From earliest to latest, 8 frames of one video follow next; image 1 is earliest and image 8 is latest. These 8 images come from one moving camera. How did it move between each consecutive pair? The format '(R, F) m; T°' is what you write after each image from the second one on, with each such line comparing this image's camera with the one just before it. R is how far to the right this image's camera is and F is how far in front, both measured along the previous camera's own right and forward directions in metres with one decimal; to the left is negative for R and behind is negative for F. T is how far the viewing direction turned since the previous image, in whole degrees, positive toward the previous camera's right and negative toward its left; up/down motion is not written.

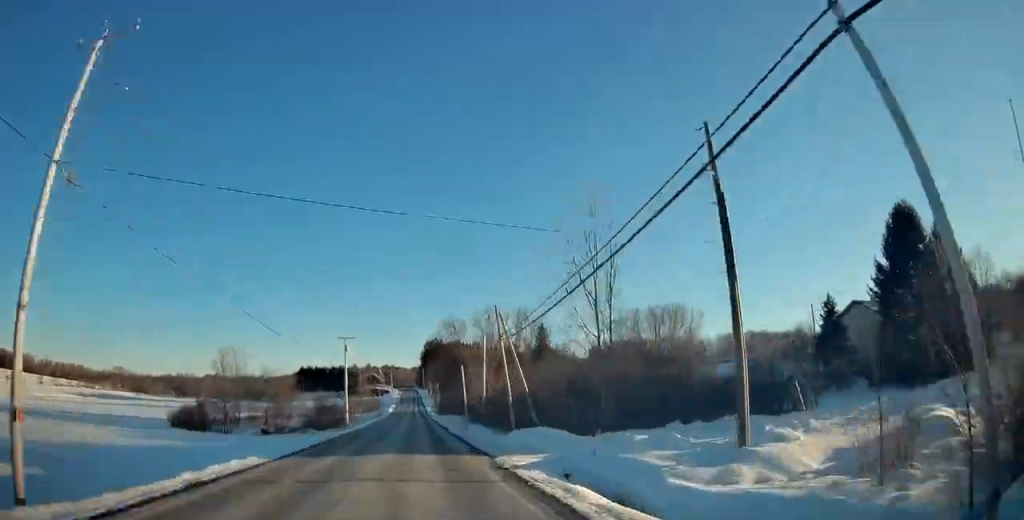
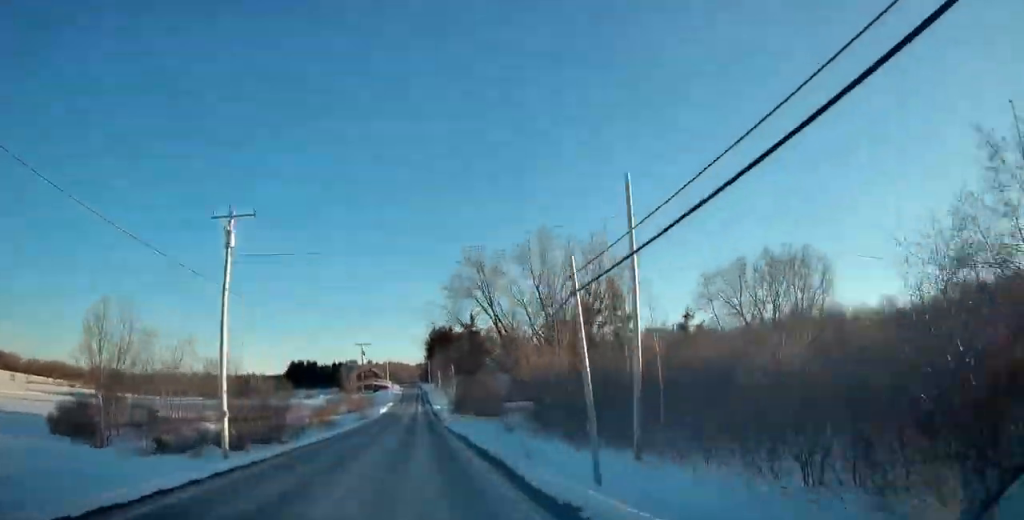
(-0.2, +45.6) m; 0°
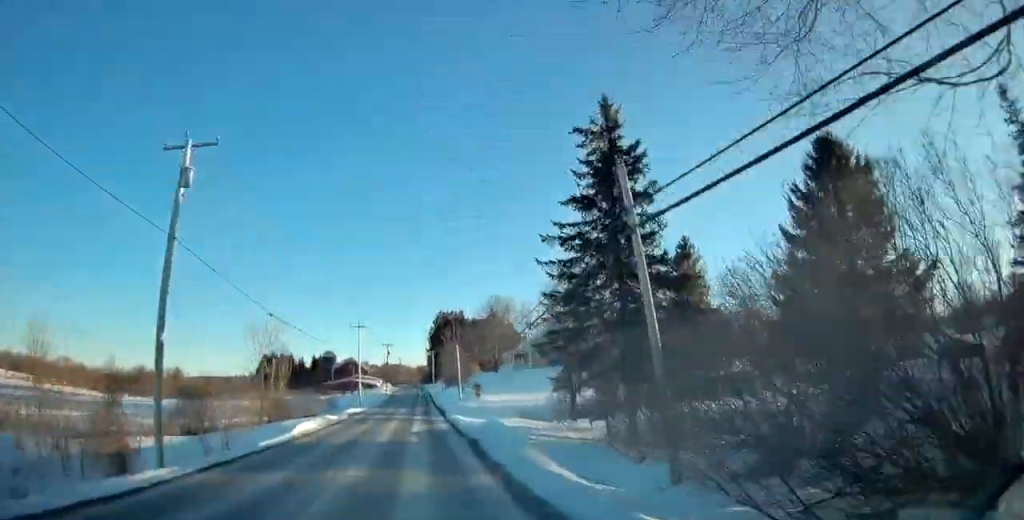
(-0.1, +67.4) m; 0°
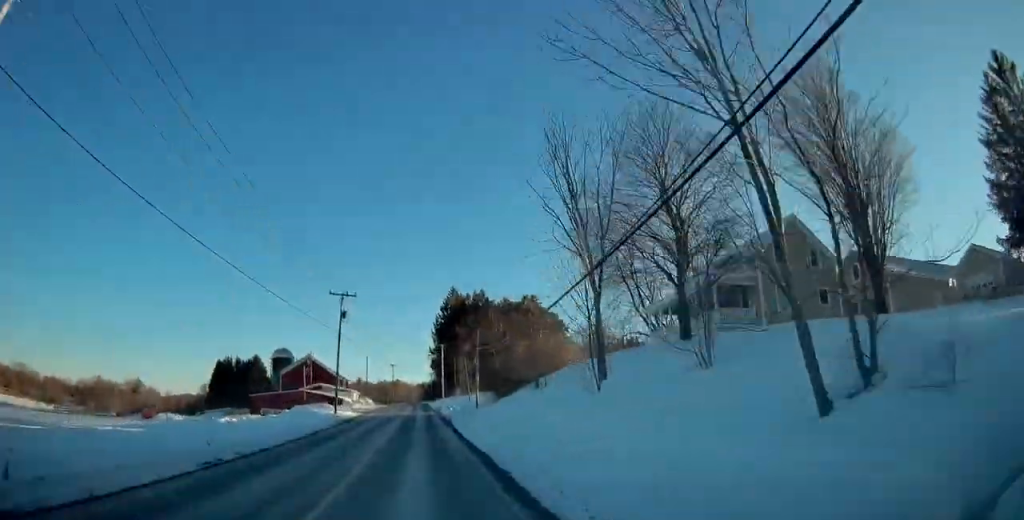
(-0.1, +70.5) m; -1°
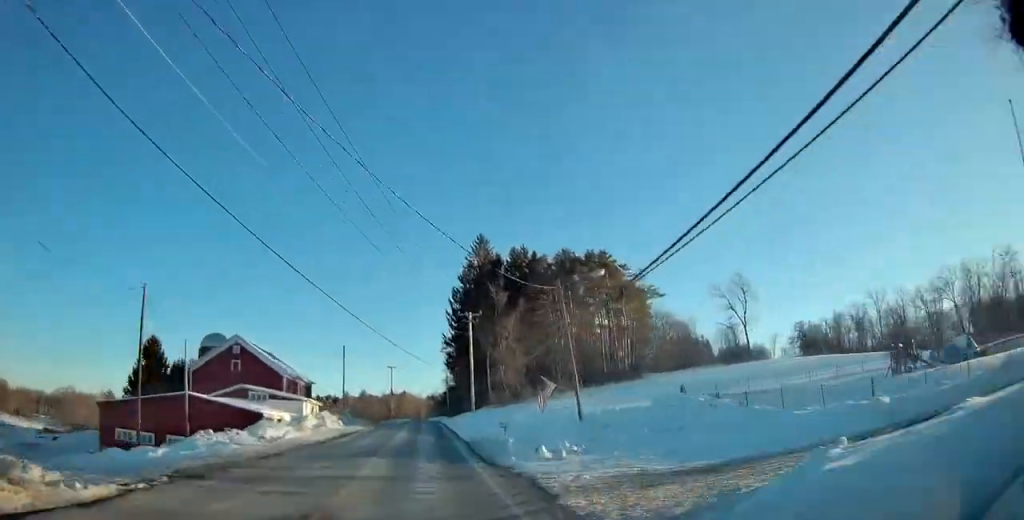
(-0.4, +50.0) m; -1°
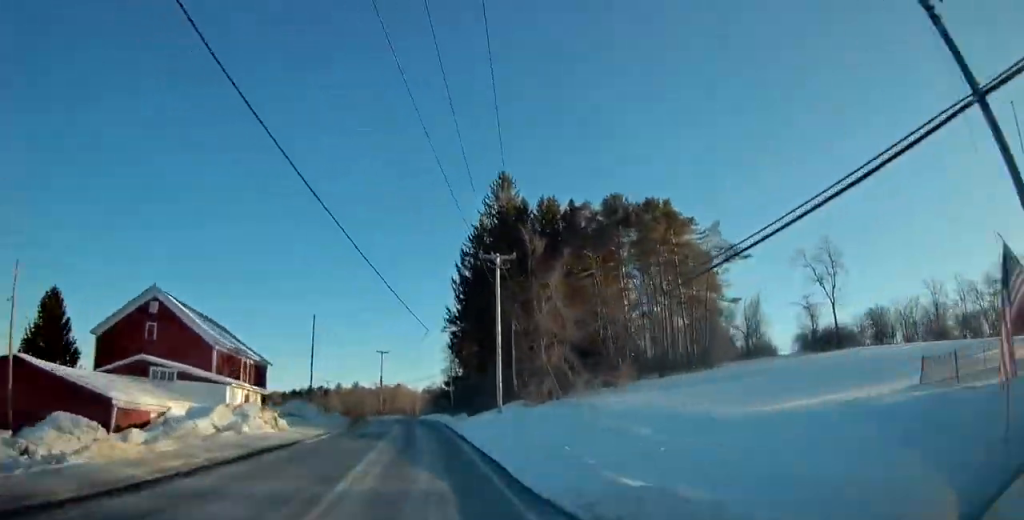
(+0.2, +21.9) m; -1°
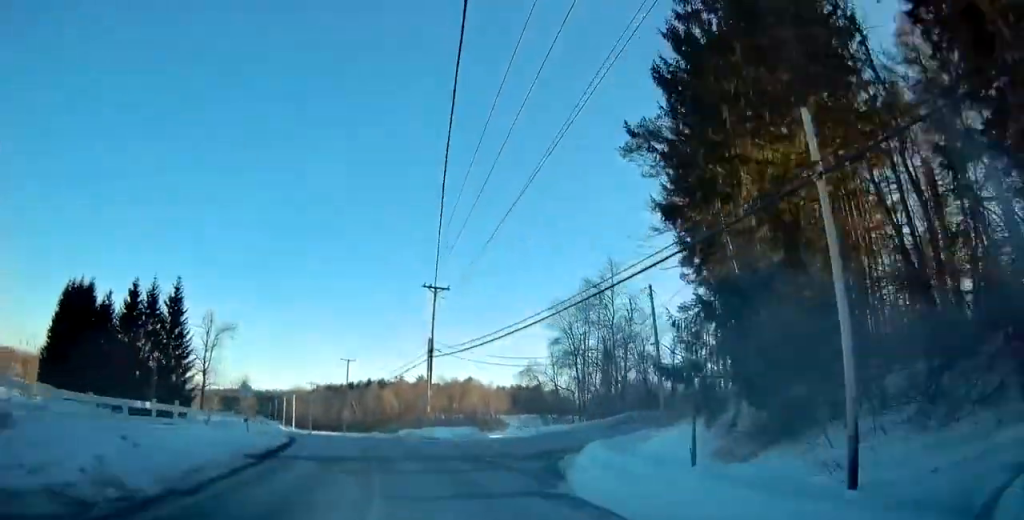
(-2.7, +61.1) m; -9°
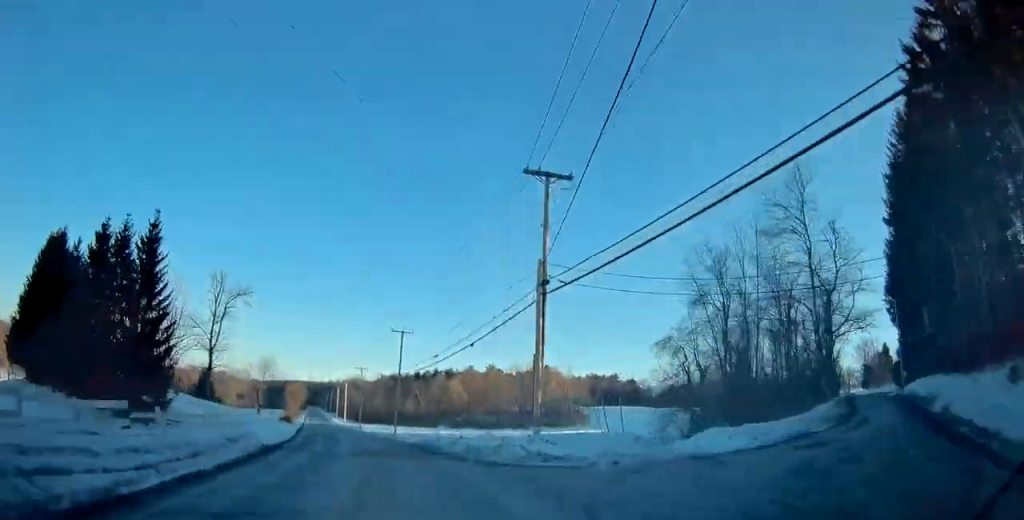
(-1.6, +24.4) m; -5°
